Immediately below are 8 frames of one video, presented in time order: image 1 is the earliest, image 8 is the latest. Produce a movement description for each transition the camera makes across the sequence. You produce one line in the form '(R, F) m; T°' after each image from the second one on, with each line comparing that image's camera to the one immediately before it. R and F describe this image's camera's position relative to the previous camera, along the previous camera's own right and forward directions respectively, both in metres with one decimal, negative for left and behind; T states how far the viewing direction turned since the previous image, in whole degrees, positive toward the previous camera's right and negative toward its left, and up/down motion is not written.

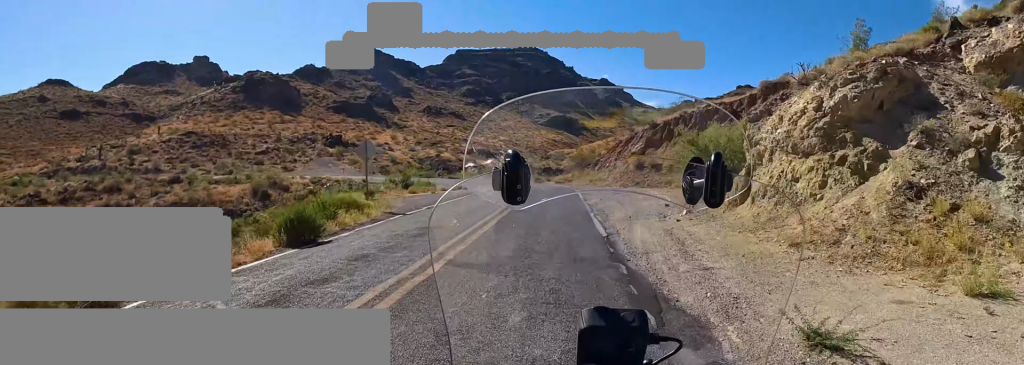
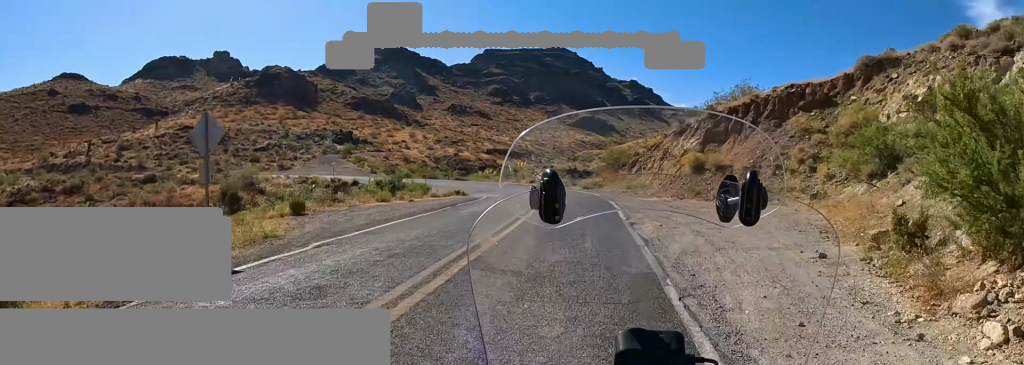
(0.0, +10.8) m; 0°
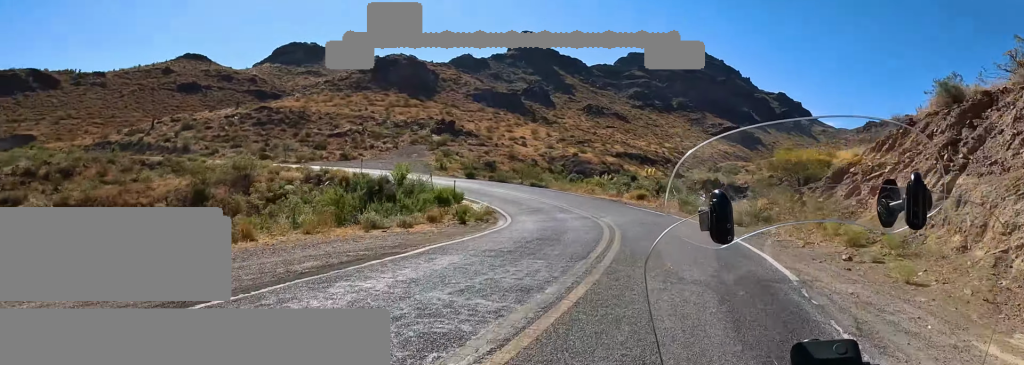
(-0.5, +21.6) m; -4°
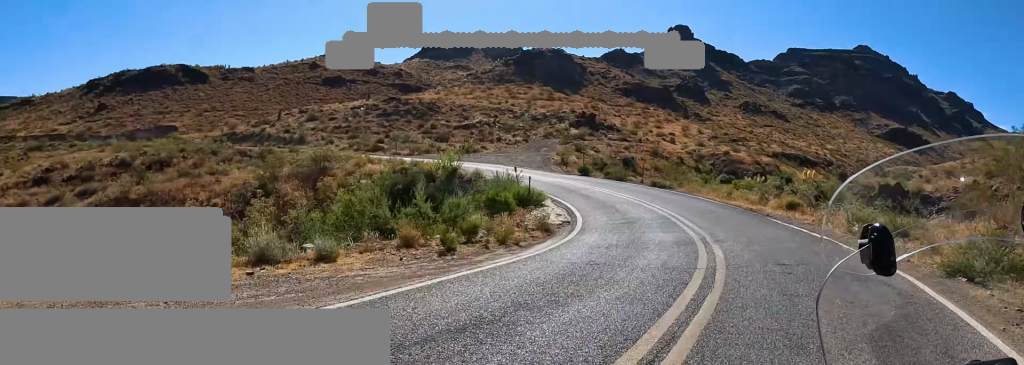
(-0.2, +8.9) m; -4°
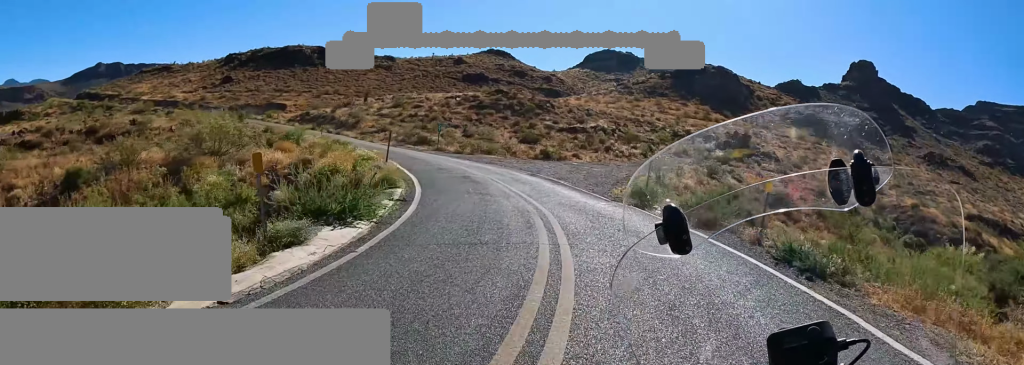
(-3.3, +21.6) m; -33°
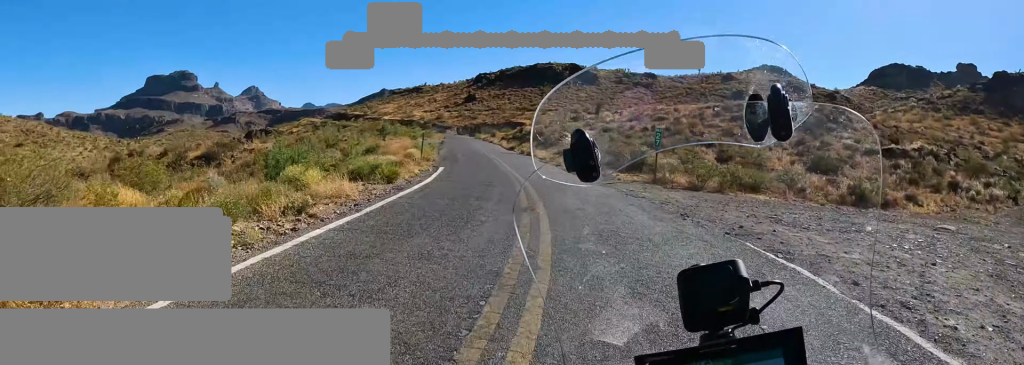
(-6.5, +17.7) m; -24°
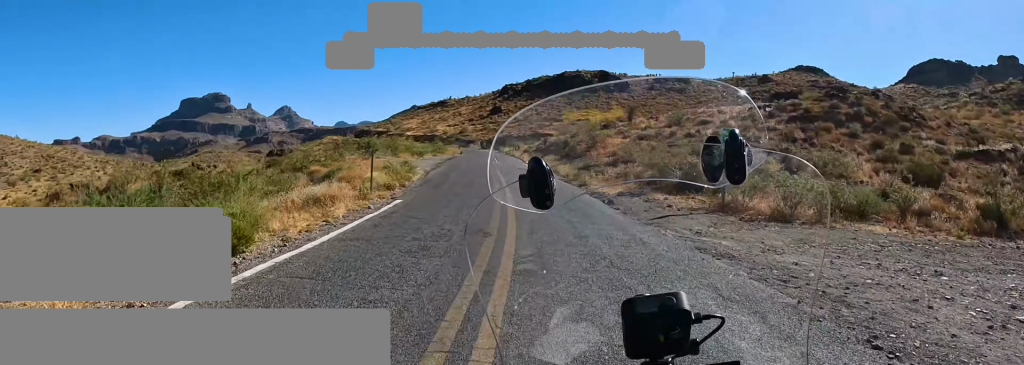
(-0.2, +6.5) m; -7°
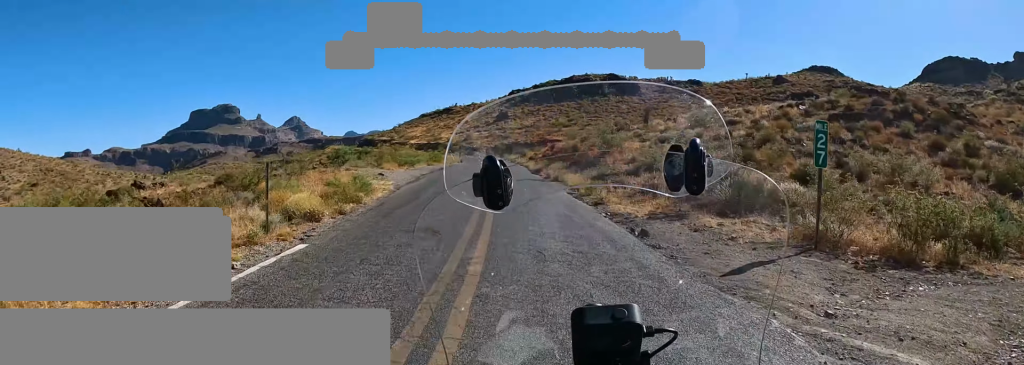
(+0.3, +4.7) m; -7°
